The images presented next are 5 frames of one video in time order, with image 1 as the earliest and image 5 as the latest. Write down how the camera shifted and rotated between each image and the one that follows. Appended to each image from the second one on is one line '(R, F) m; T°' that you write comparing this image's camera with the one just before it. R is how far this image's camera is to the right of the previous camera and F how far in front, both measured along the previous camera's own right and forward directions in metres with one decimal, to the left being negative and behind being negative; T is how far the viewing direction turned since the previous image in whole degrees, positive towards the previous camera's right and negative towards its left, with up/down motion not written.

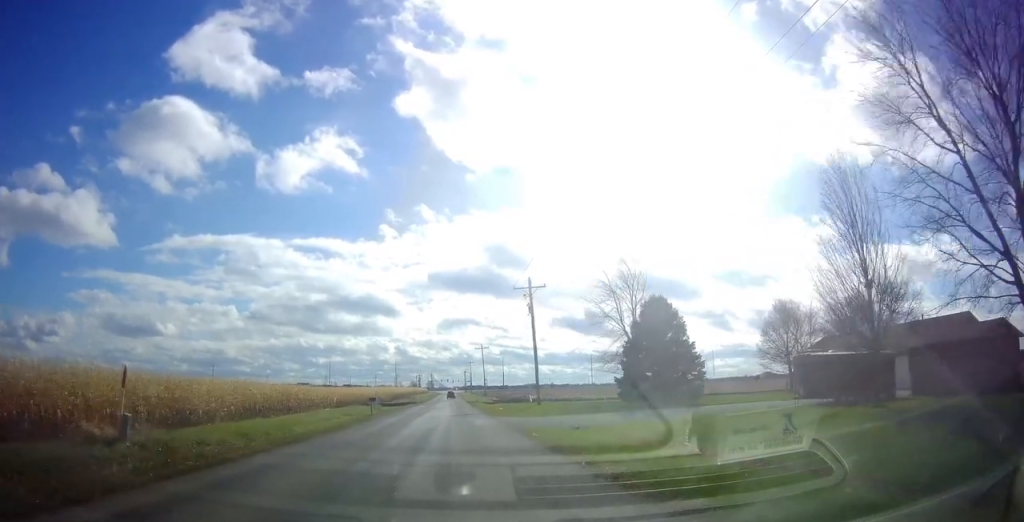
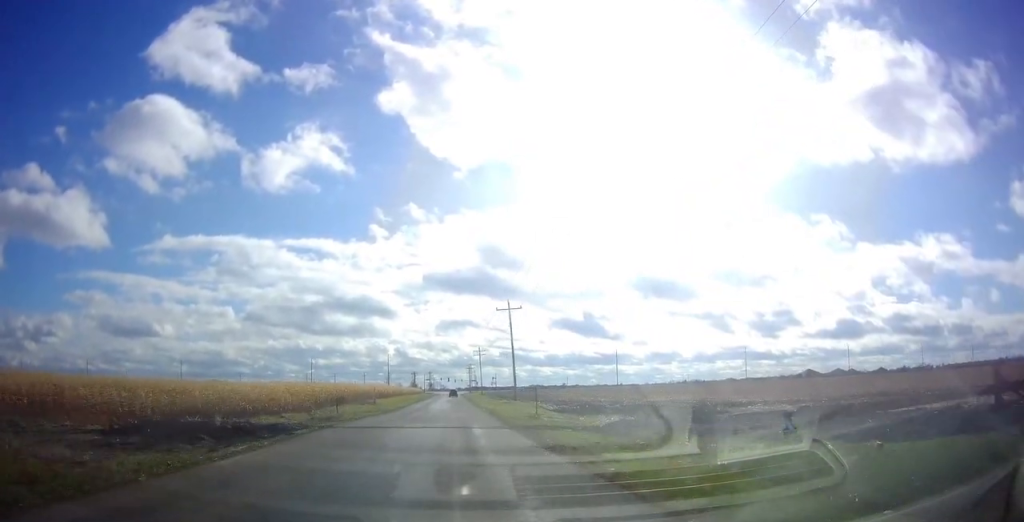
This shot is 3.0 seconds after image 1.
(0.0, +62.0) m; 0°
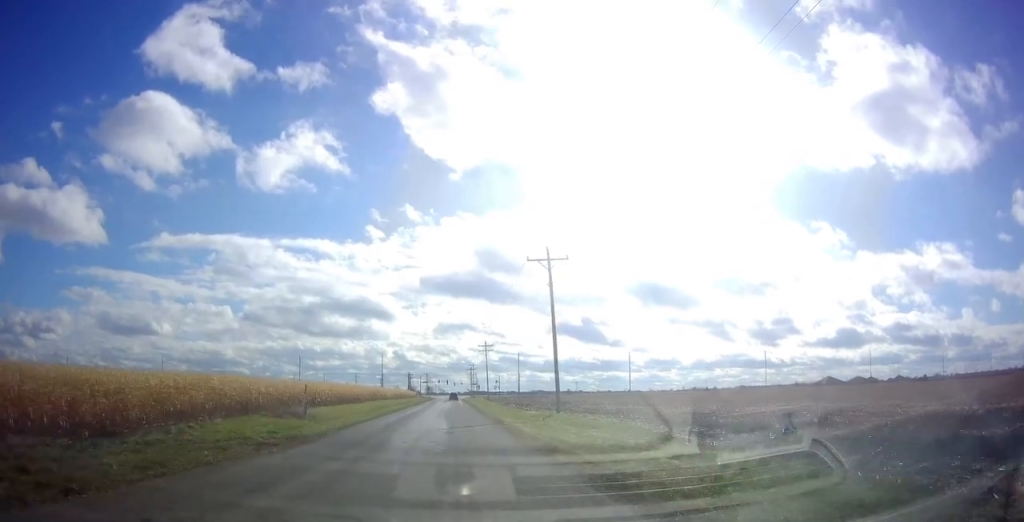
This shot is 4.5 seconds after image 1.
(0.0, +29.5) m; 0°
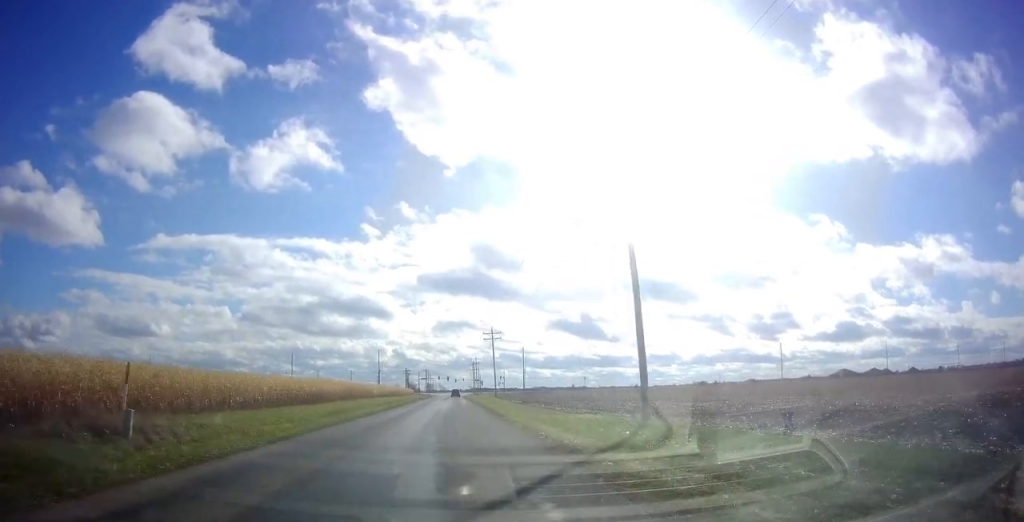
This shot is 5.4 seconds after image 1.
(0.0, +18.8) m; 0°
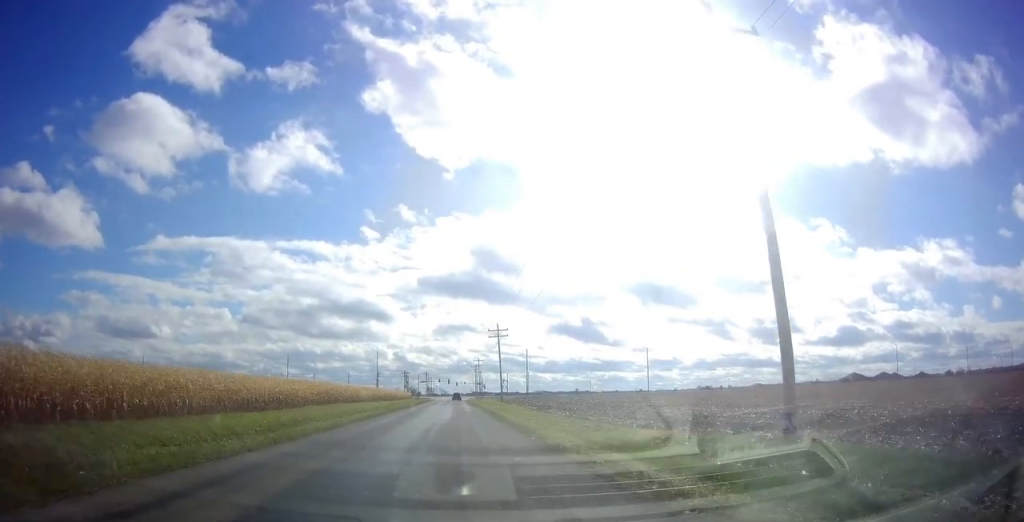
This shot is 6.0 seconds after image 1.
(0.0, +11.0) m; 0°
